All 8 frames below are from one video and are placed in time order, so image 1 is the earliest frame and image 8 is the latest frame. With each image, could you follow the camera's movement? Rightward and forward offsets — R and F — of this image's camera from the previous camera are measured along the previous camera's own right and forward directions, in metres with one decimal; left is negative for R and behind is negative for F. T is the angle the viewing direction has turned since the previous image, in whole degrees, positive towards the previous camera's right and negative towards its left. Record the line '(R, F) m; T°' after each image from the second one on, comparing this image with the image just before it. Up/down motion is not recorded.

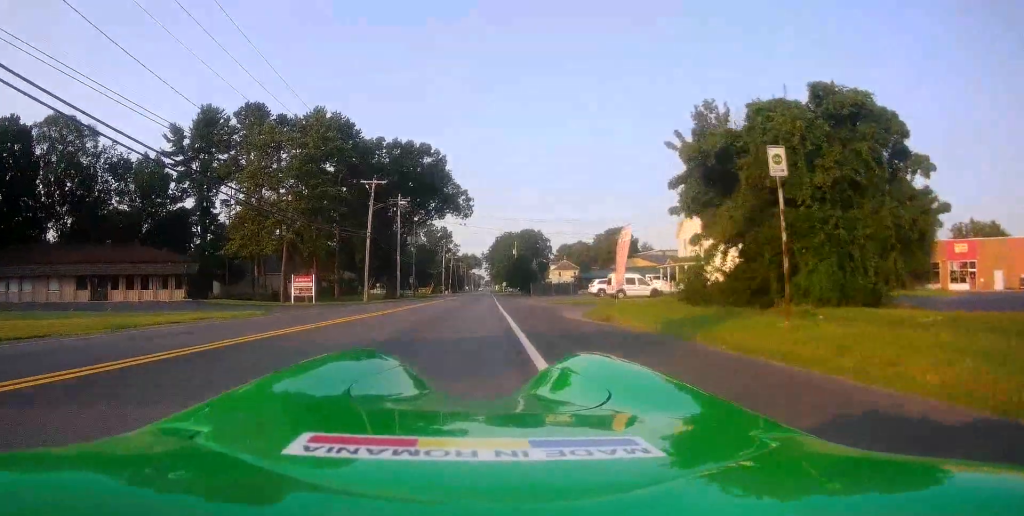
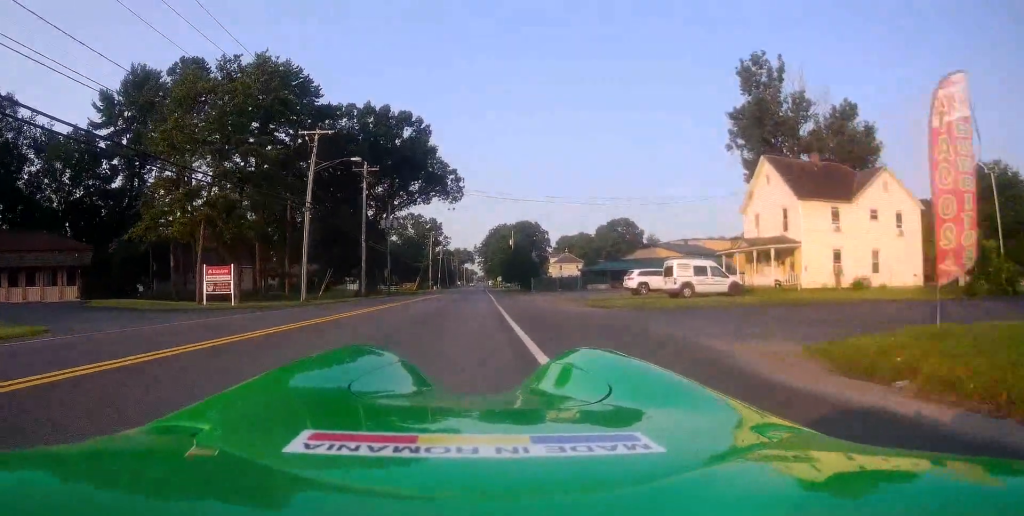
(+0.3, +16.9) m; -2°
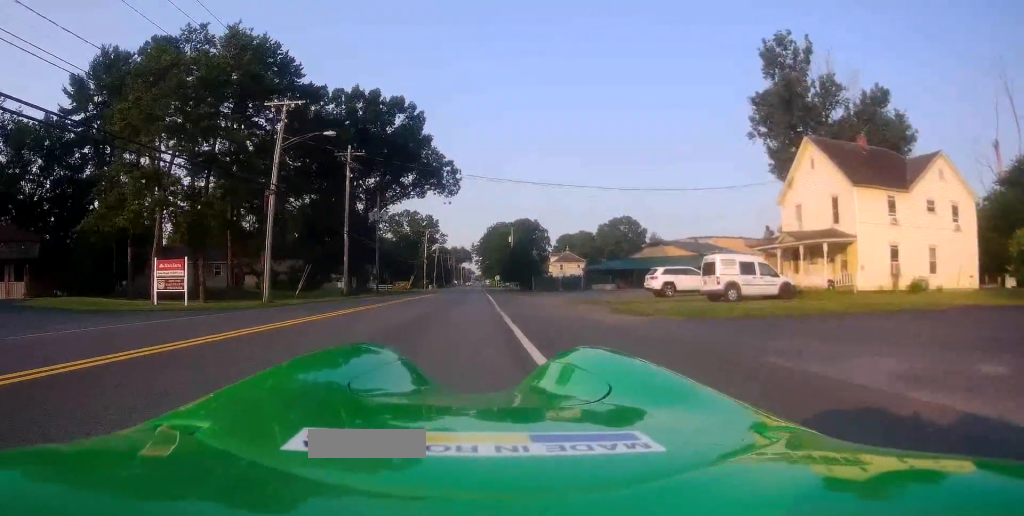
(-0.1, +5.9) m; -1°
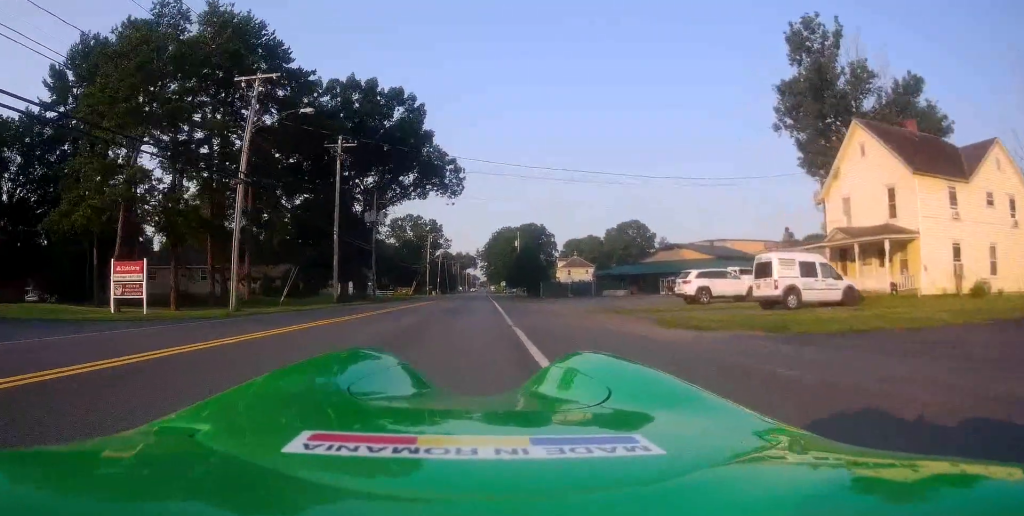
(0.0, +4.8) m; 0°
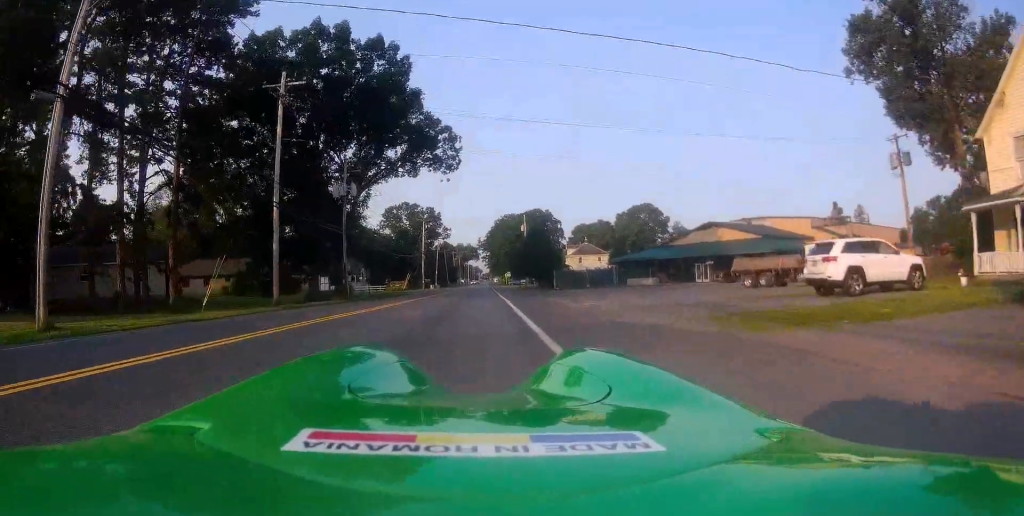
(0.0, +12.8) m; 0°
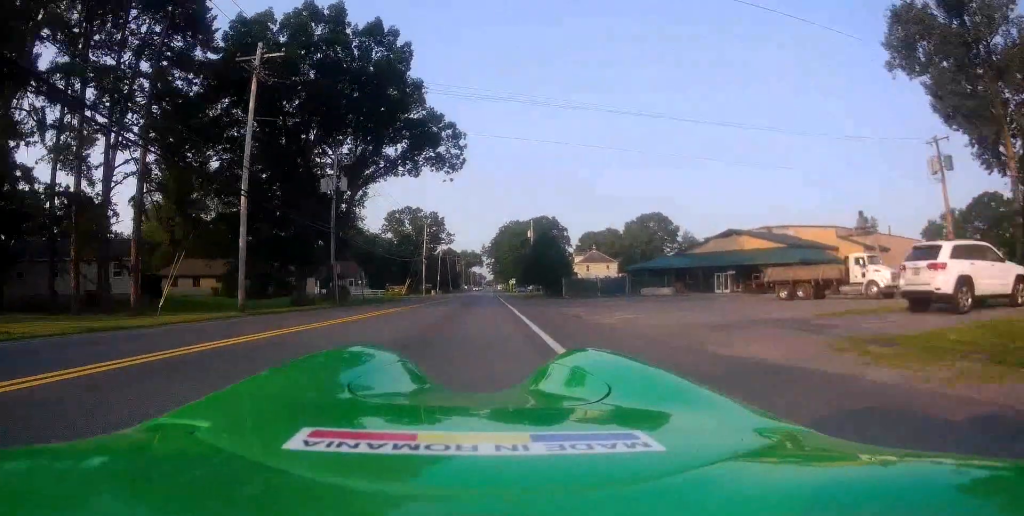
(0.0, +4.8) m; 0°
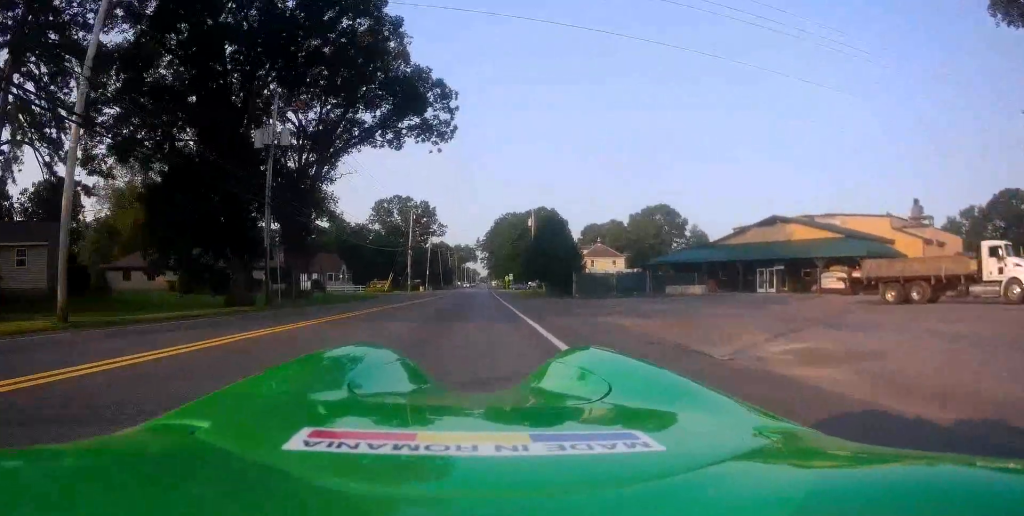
(0.0, +11.8) m; +2°
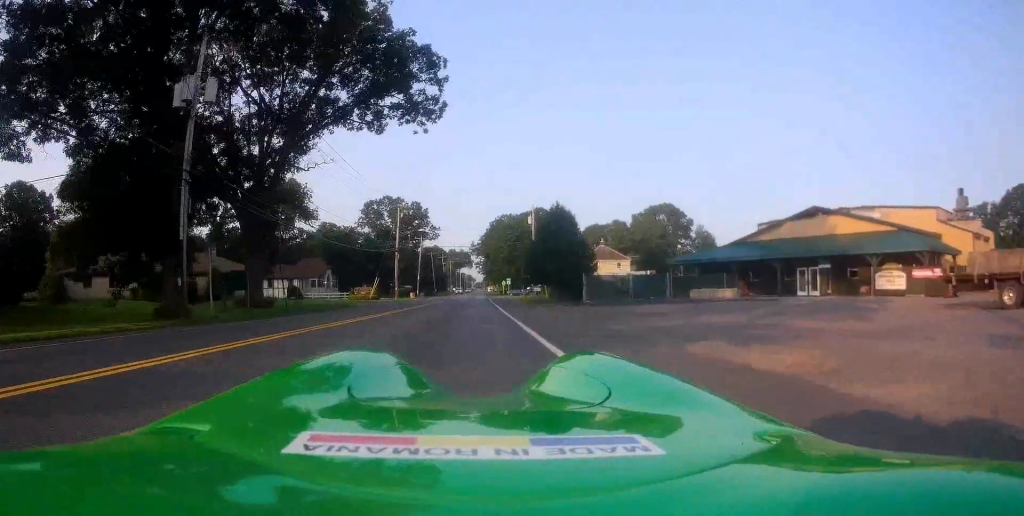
(+0.3, +8.1) m; +1°
